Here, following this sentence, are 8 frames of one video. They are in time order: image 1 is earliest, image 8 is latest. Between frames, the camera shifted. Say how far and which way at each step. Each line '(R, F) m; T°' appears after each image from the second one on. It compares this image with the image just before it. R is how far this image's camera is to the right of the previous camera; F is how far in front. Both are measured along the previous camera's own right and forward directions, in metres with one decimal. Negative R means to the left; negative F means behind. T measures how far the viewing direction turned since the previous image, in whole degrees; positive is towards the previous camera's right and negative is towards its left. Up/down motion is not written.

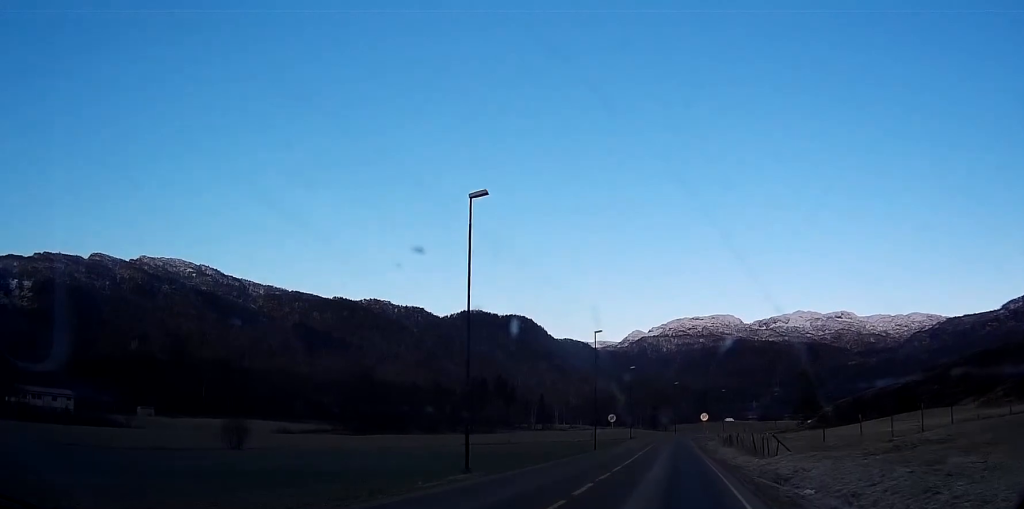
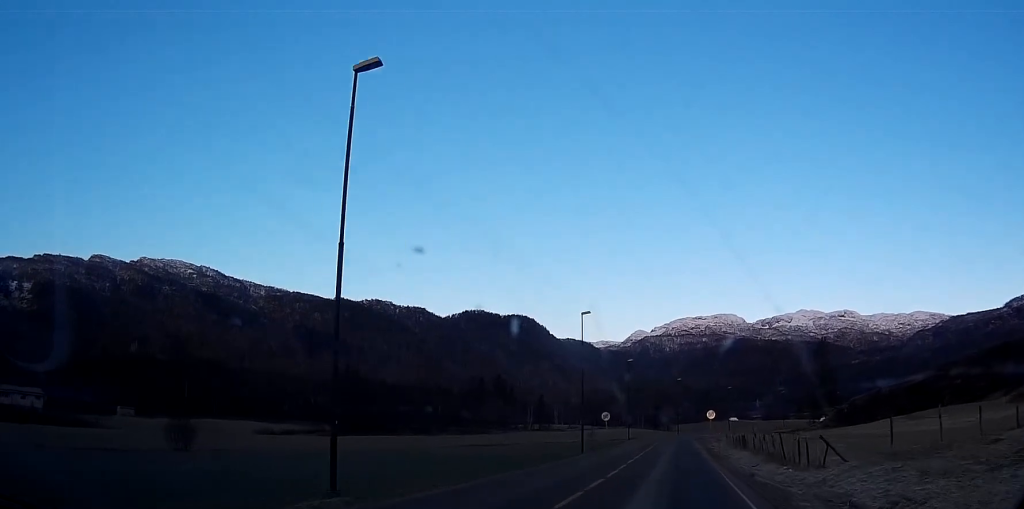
(-0.1, +10.6) m; 0°
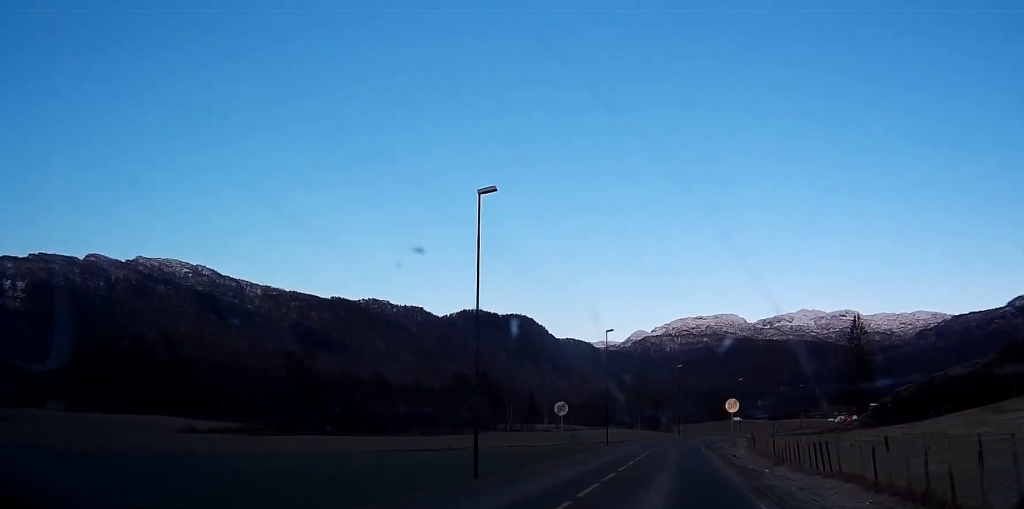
(0.0, +29.3) m; 0°
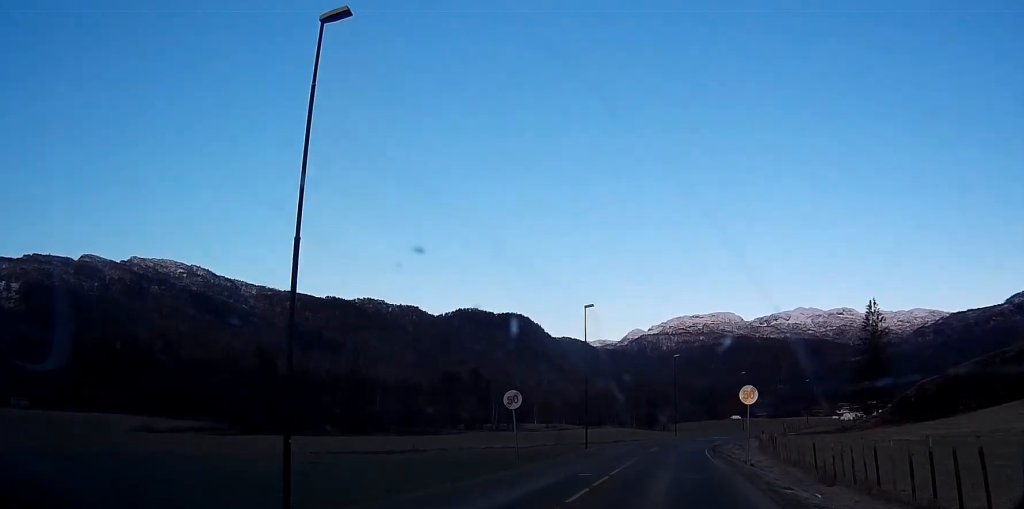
(-0.1, +13.0) m; 0°
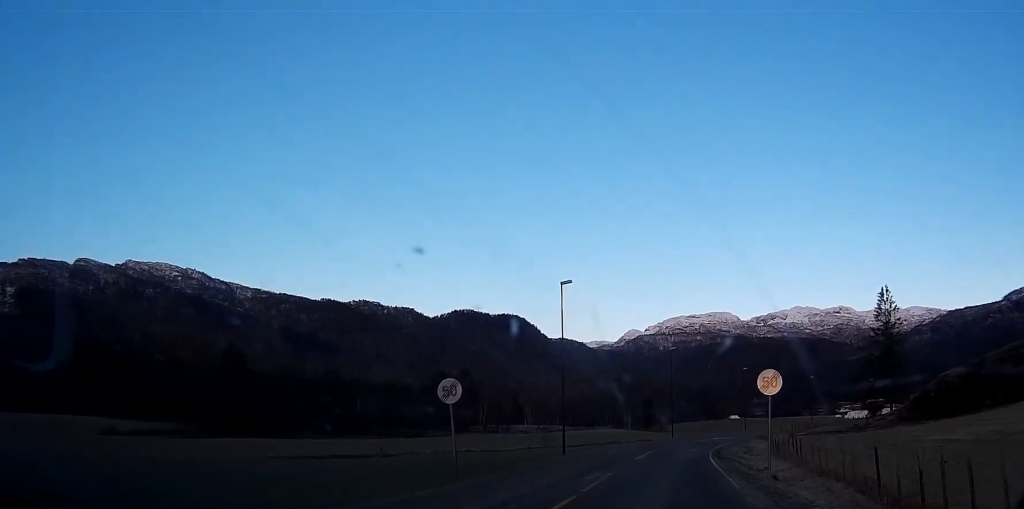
(0.0, +9.2) m; 0°
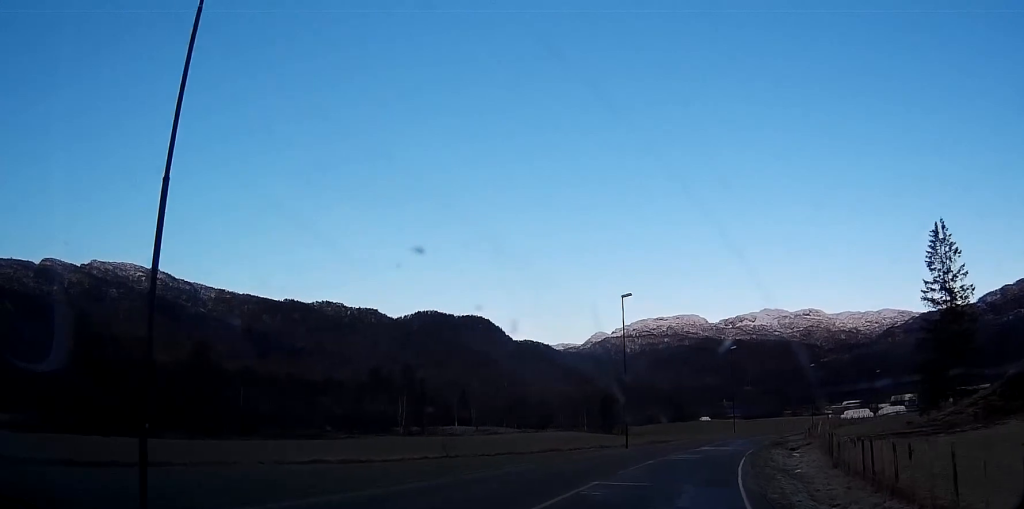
(+0.7, +35.0) m; +3°
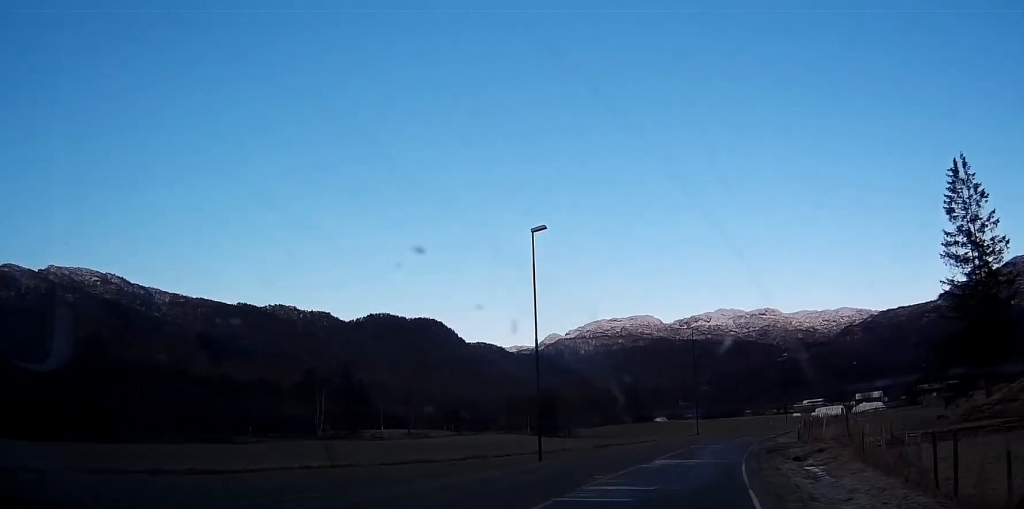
(+0.3, +17.2) m; +3°
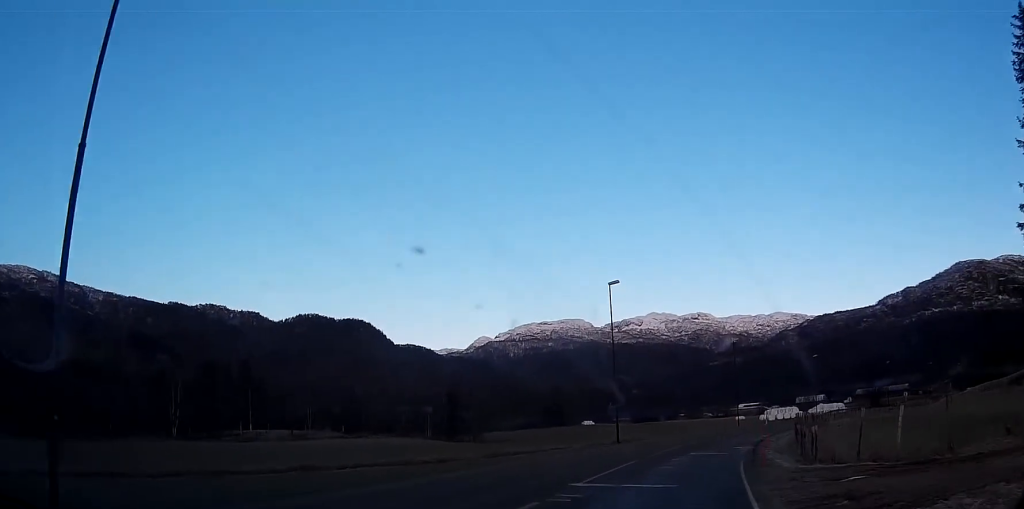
(+1.2, +24.1) m; +5°
